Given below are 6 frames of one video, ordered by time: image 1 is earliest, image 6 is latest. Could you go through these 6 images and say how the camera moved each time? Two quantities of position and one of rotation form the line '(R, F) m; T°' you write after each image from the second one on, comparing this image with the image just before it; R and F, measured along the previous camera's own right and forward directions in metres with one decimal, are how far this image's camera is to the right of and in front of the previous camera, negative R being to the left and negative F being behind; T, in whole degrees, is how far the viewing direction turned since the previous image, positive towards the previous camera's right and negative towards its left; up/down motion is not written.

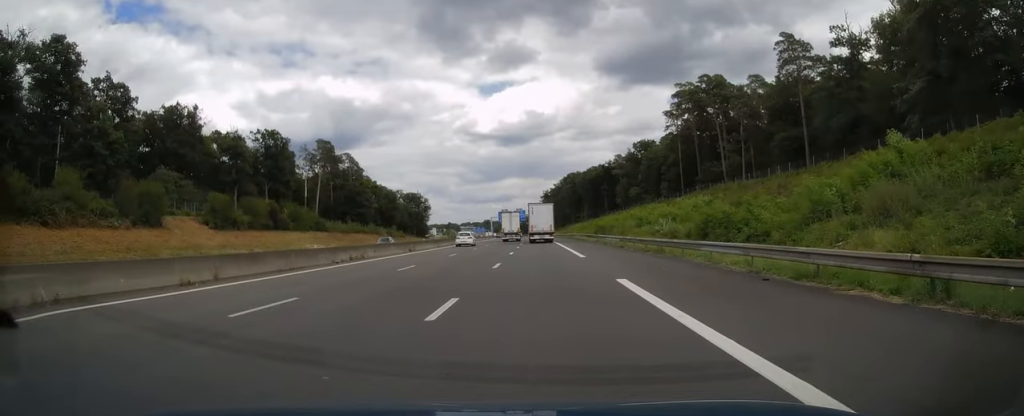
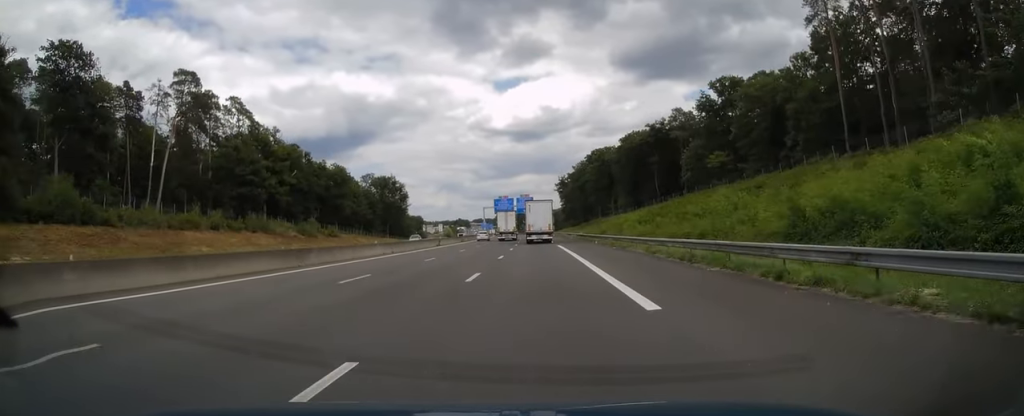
(-0.5, +70.4) m; -1°
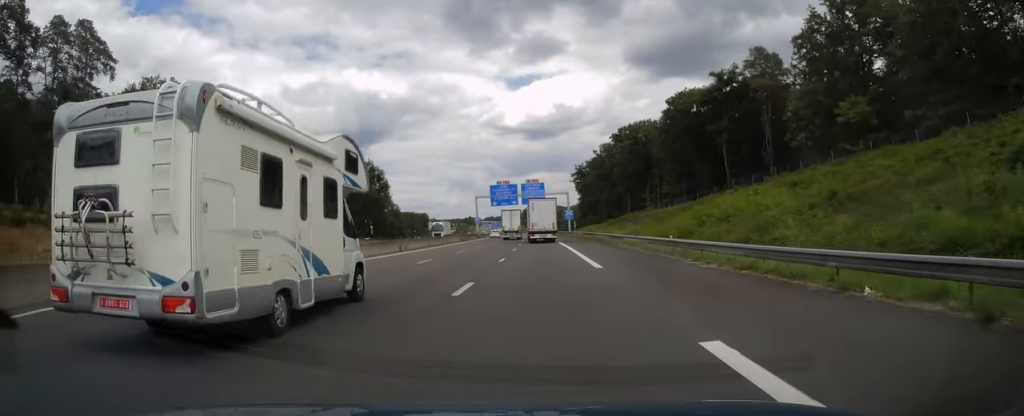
(-0.1, +42.2) m; -1°
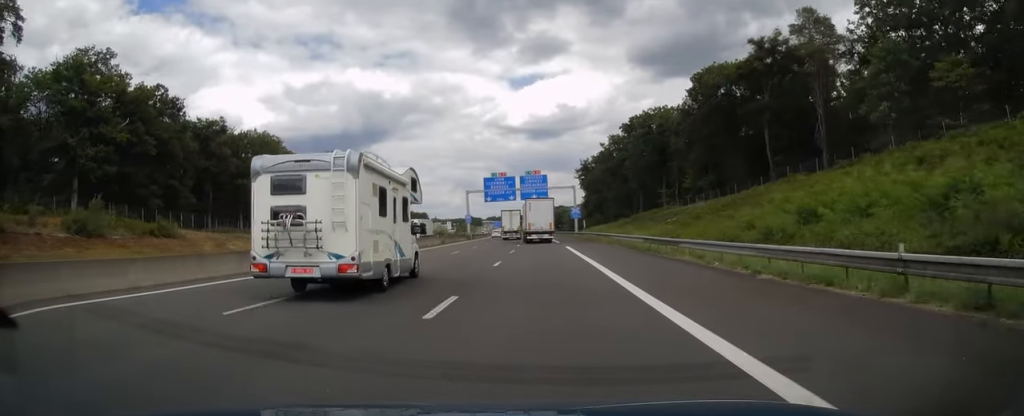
(-0.2, +16.2) m; 0°
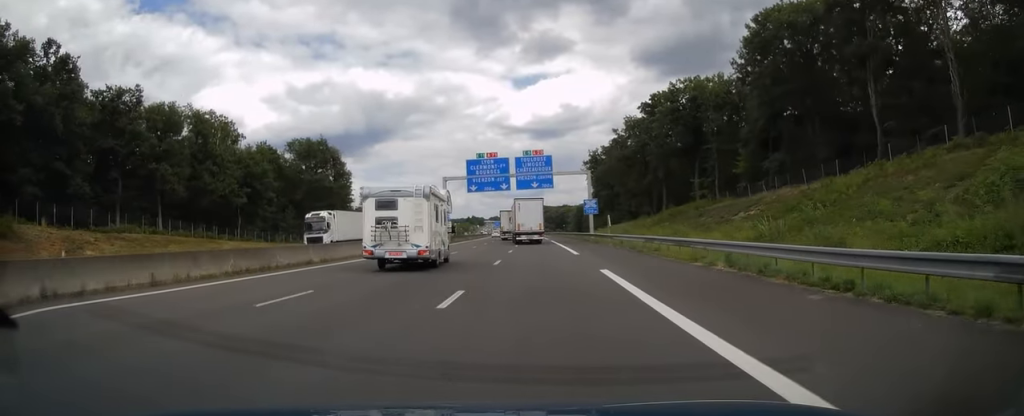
(-0.1, +24.6) m; 0°
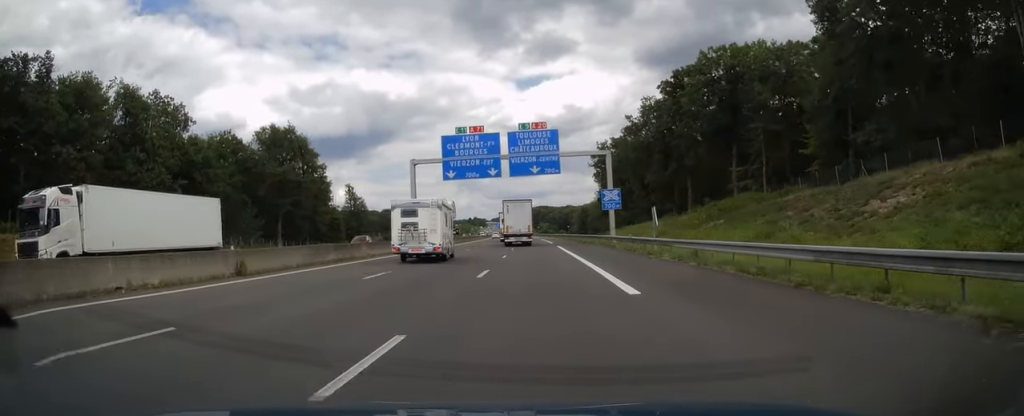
(0.0, +18.9) m; 0°
